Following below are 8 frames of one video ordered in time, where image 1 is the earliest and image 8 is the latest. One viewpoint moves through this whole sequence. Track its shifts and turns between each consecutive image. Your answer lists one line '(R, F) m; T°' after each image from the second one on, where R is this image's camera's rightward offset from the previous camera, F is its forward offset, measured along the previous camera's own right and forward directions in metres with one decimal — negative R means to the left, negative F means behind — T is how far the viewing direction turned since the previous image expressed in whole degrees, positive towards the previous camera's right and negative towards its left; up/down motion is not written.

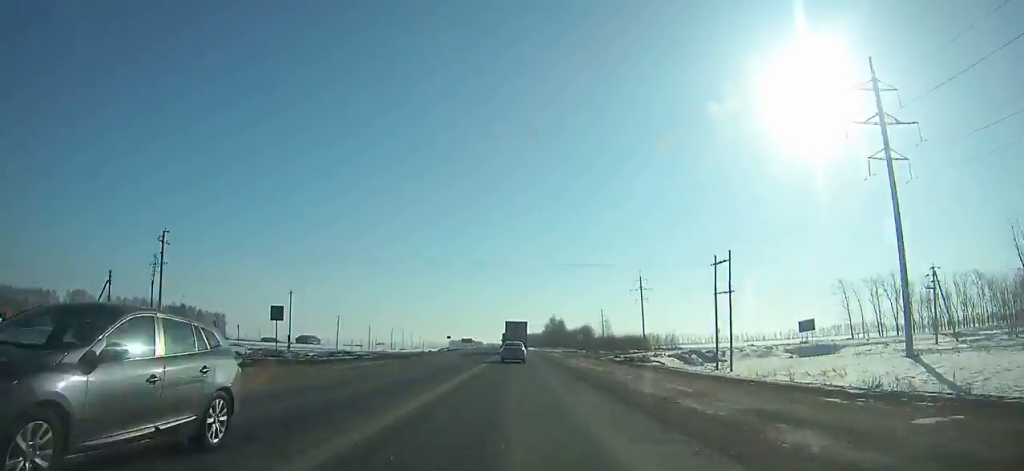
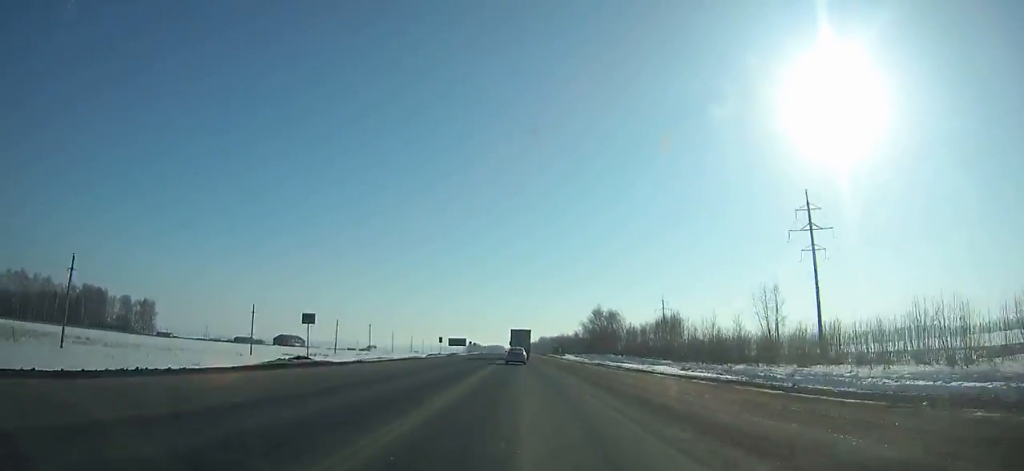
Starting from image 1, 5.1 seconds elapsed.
(-1.5, +103.4) m; -2°
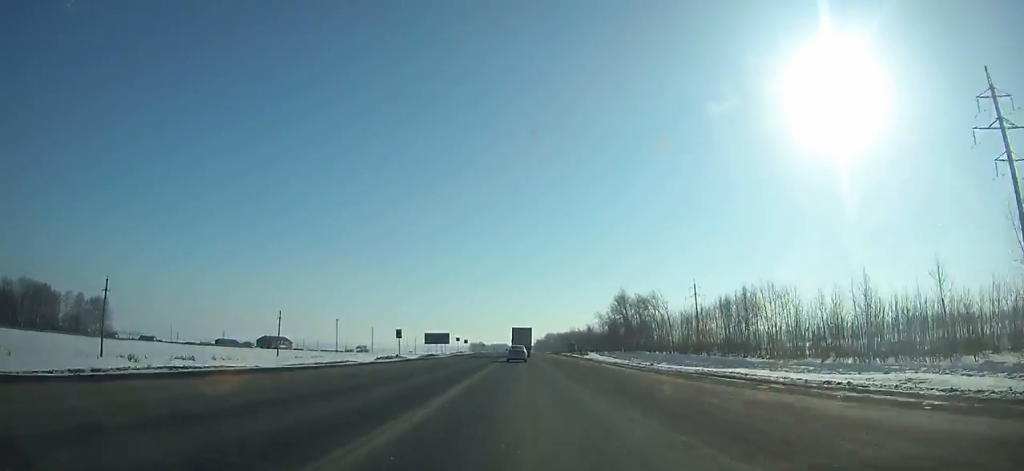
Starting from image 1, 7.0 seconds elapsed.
(-0.2, +40.5) m; 0°
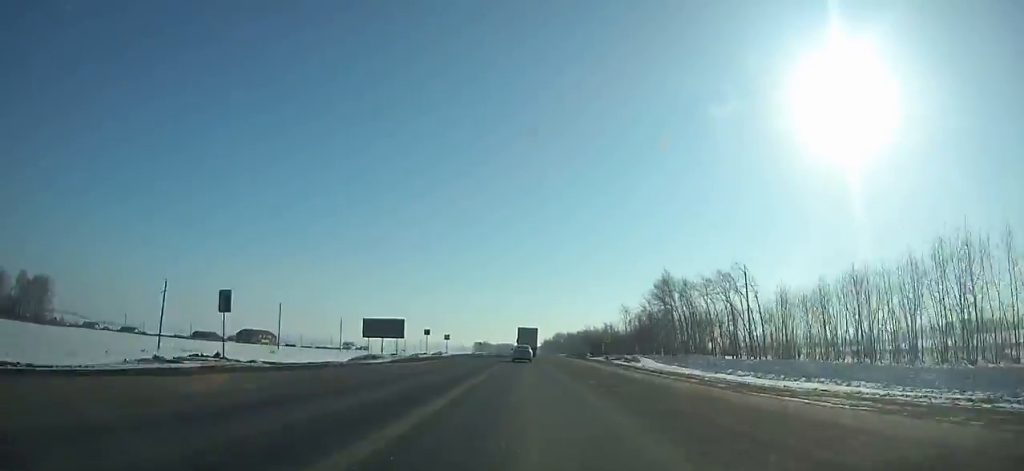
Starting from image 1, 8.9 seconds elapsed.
(-0.1, +41.2) m; 0°
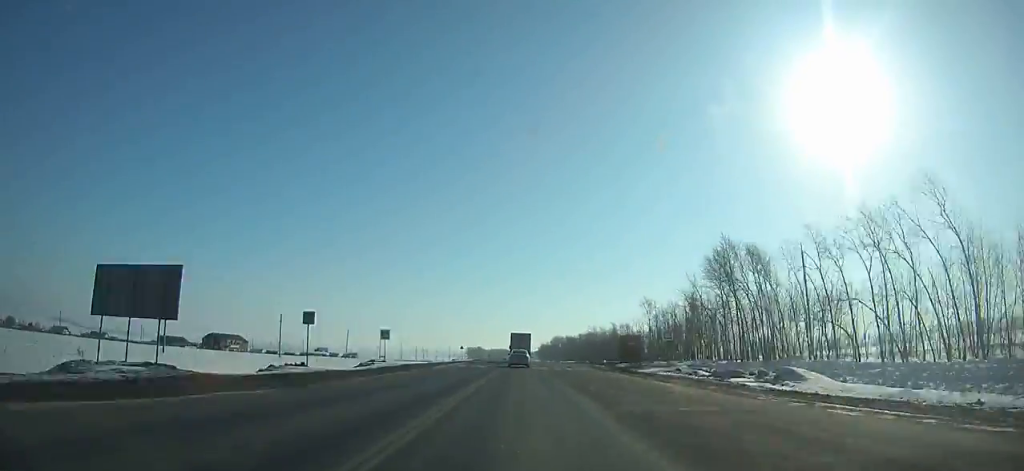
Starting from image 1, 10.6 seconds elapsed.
(-0.1, +37.3) m; 0°
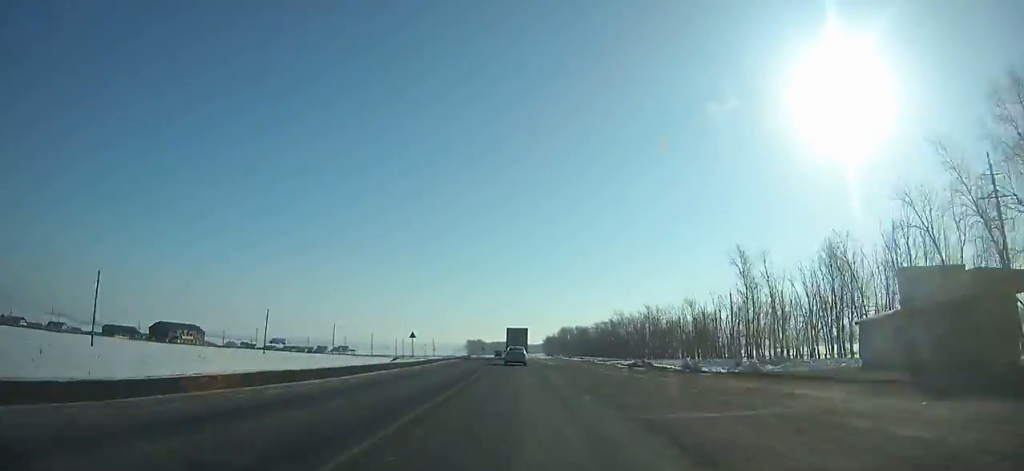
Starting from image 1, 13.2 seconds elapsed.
(-0.1, +57.7) m; 0°
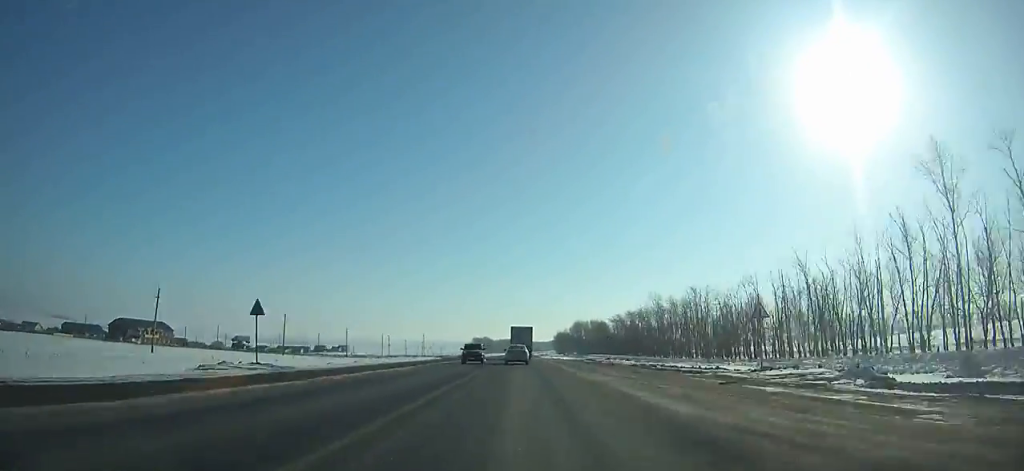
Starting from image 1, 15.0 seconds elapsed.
(-0.1, +39.8) m; 0°
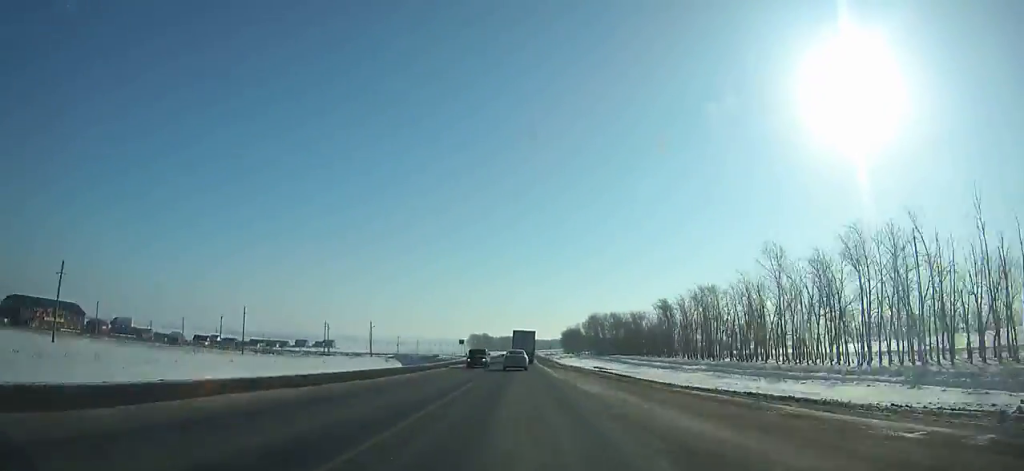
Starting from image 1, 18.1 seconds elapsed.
(-0.3, +67.8) m; 0°
